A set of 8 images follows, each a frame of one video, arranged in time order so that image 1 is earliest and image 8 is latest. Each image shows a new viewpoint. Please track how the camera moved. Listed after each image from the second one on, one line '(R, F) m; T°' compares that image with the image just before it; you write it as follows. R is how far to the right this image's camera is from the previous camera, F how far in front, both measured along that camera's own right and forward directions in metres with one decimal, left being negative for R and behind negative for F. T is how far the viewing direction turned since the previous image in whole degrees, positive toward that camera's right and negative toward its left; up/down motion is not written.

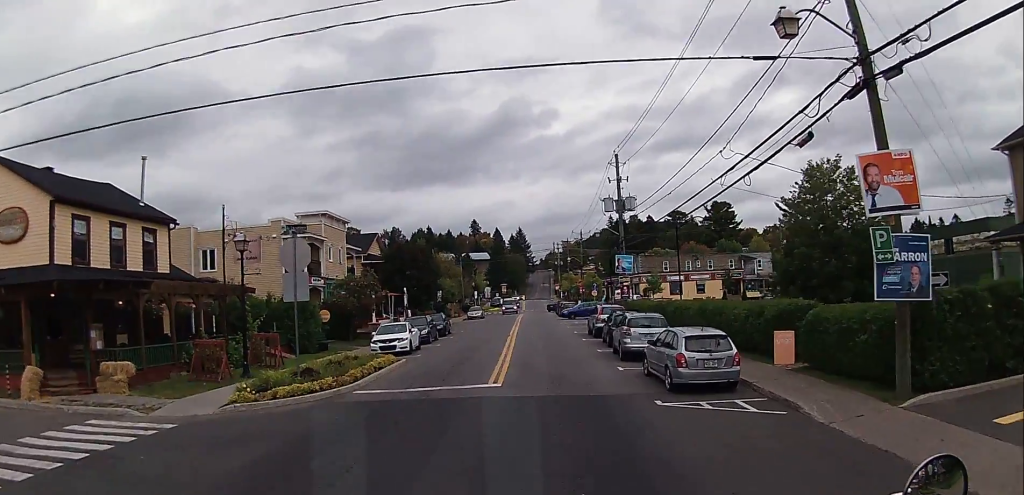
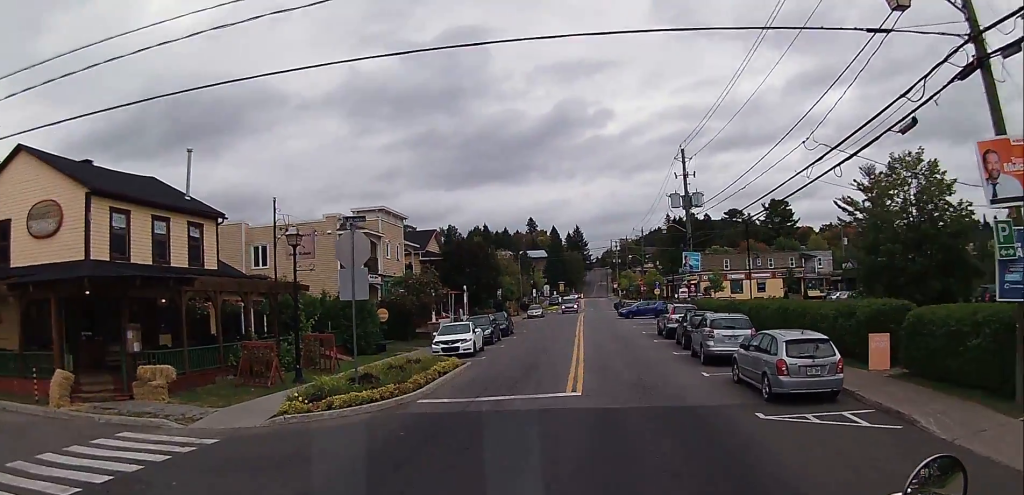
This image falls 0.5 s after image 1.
(-0.3, +1.5) m; -8°
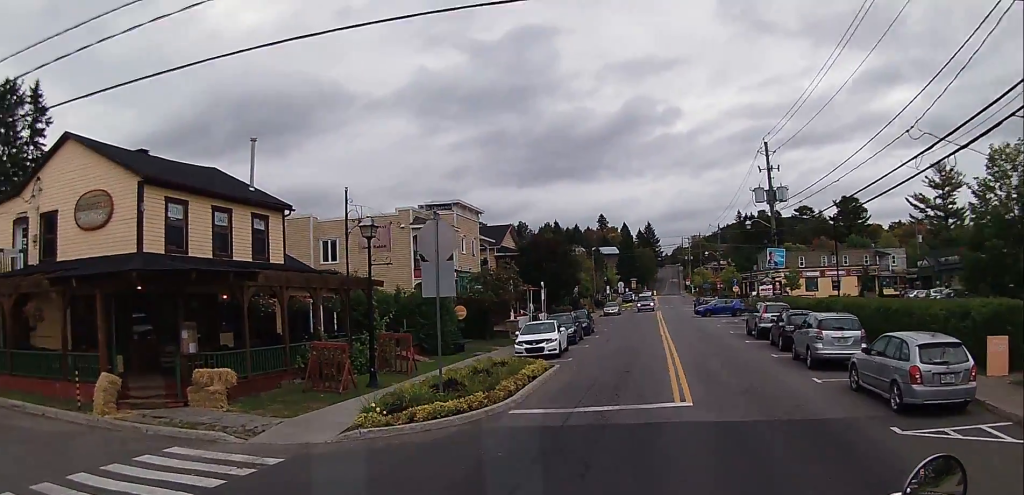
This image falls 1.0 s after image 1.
(-0.1, +1.6) m; -8°
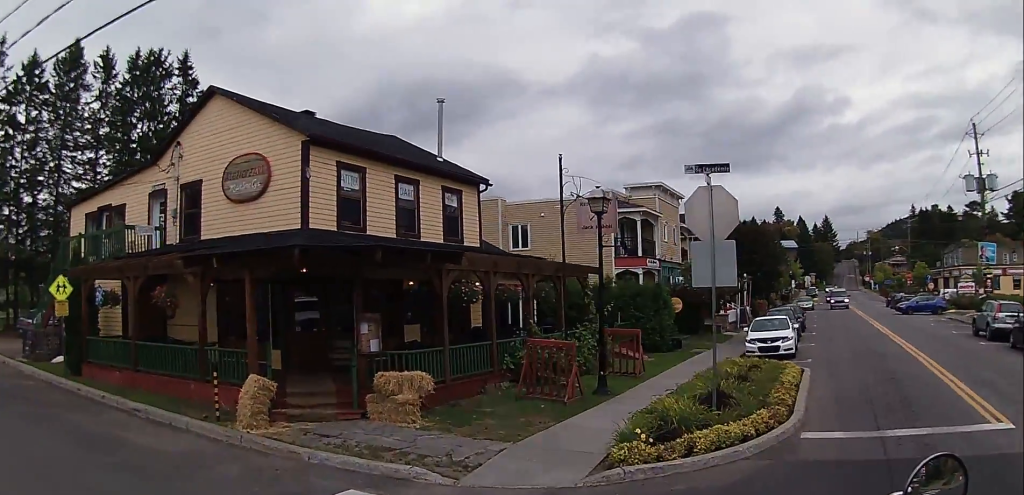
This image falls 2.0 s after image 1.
(-0.2, +3.6) m; -18°
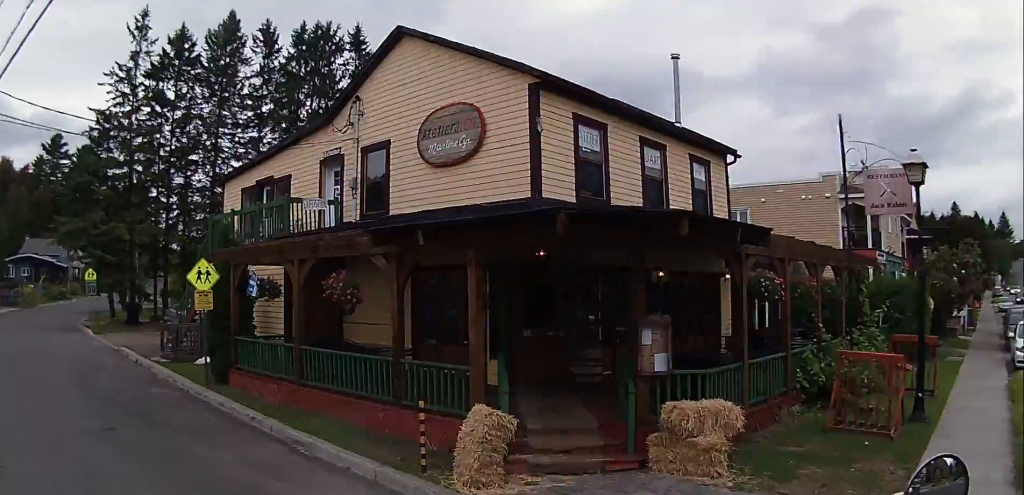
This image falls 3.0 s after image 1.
(-0.9, +4.1) m; -18°
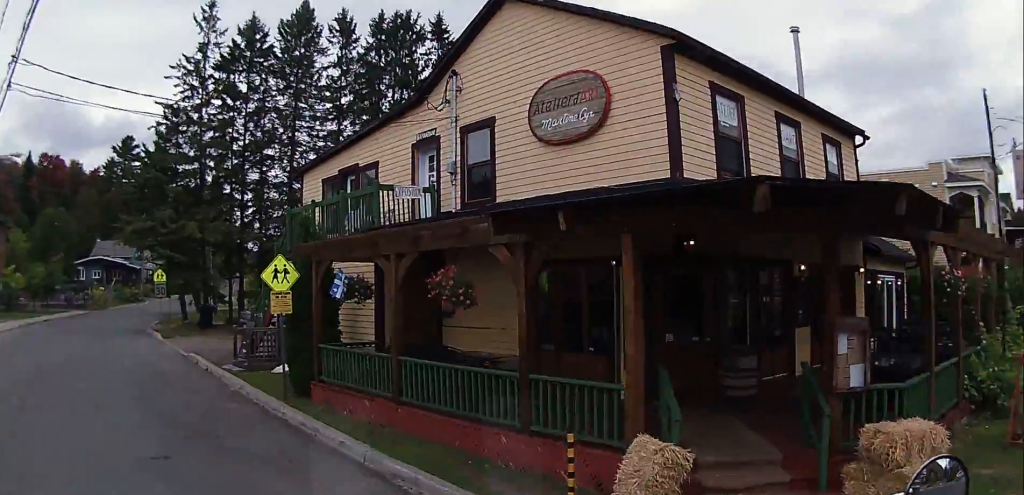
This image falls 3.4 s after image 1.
(-0.2, +2.1) m; -2°
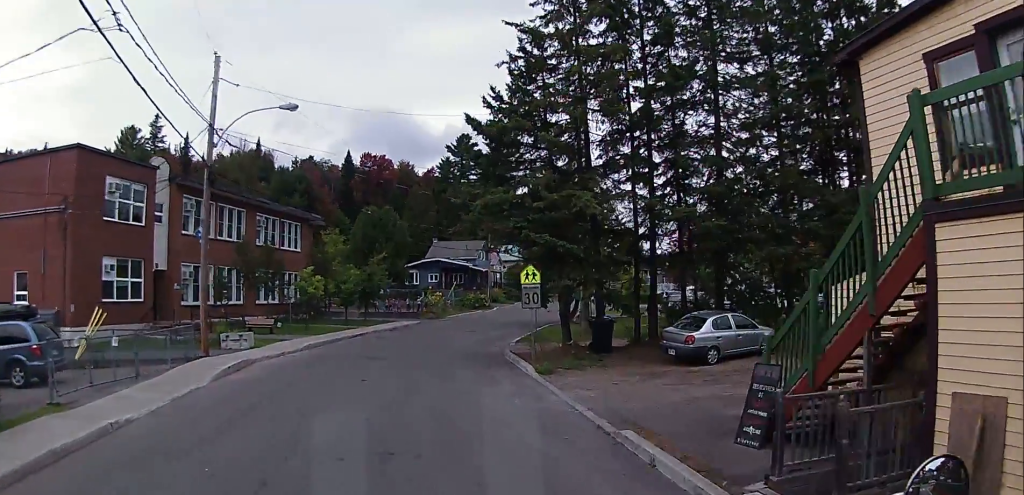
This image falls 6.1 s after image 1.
(-2.1, +11.9) m; -16°
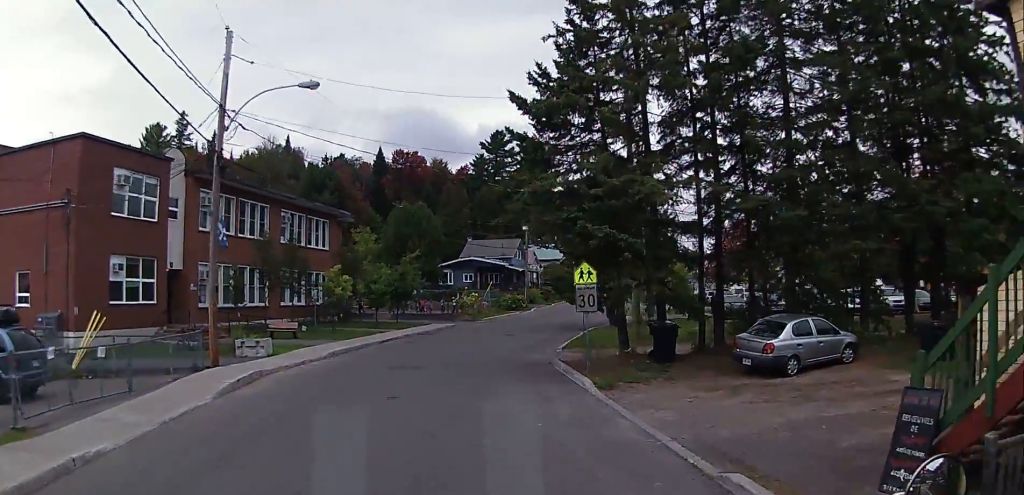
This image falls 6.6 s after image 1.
(+0.2, +2.8) m; +2°
